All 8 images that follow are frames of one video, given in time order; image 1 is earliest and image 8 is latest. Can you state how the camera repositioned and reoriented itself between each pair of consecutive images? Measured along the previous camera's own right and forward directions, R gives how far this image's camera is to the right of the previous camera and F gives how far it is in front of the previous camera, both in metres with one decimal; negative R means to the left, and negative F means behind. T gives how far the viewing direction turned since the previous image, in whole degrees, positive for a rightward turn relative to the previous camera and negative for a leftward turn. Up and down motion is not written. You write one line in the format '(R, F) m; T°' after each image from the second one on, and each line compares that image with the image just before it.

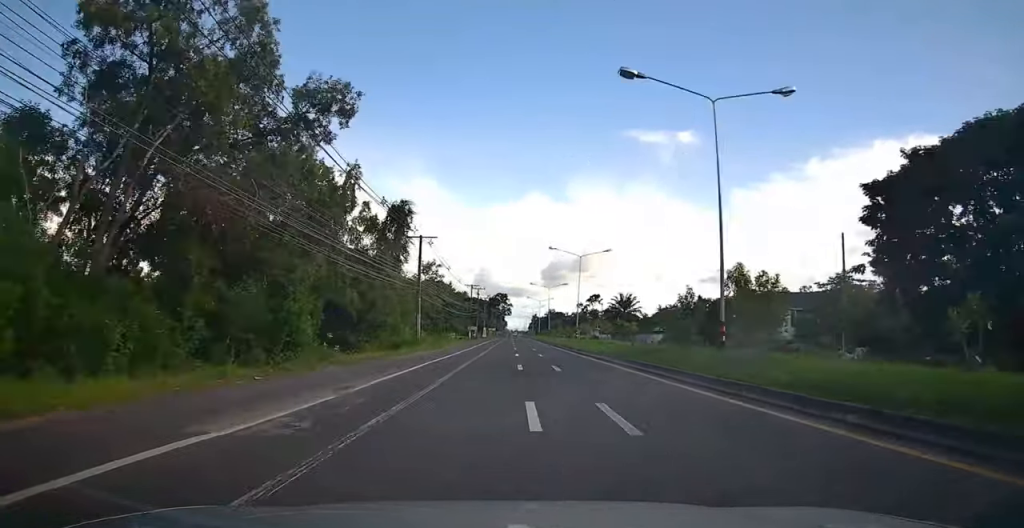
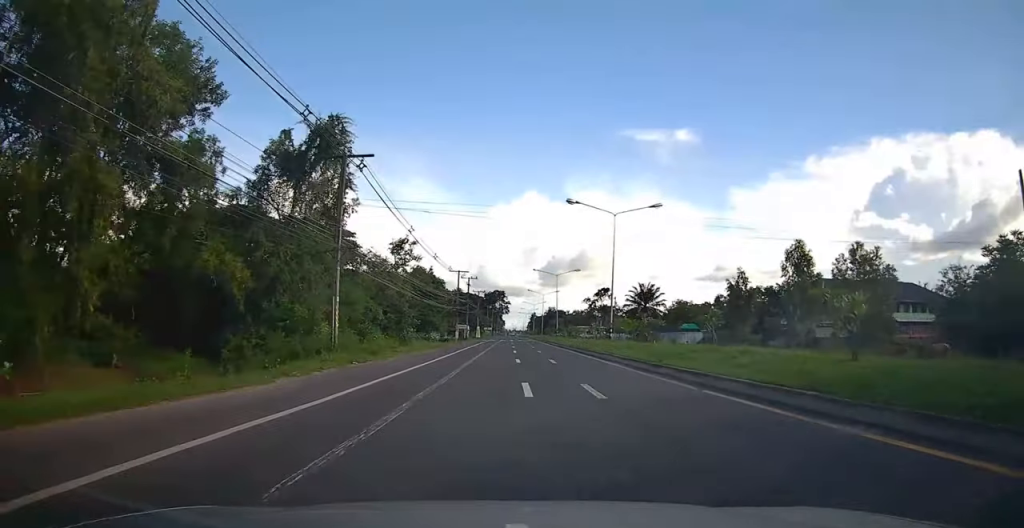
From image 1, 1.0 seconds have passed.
(-0.6, +20.3) m; 0°
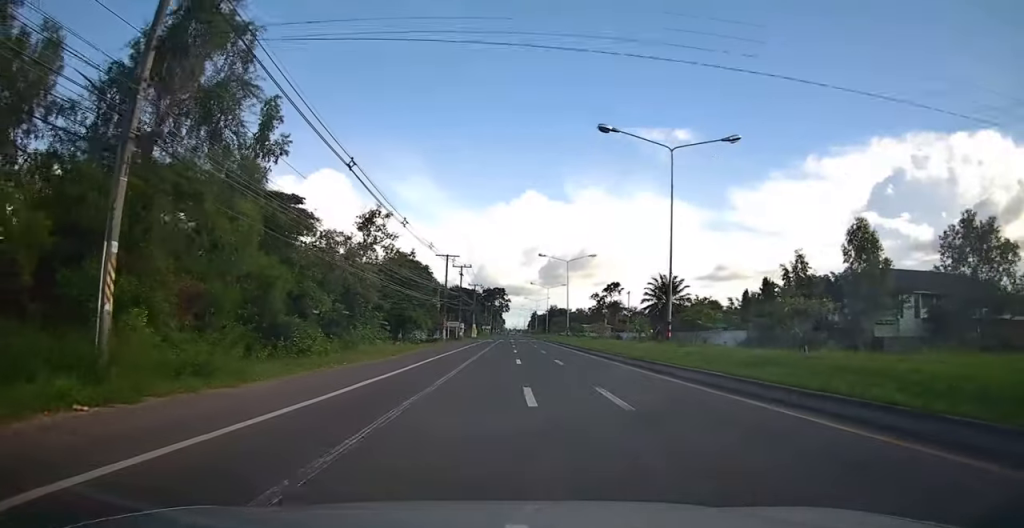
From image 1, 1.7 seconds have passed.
(+0.3, +13.8) m; +1°
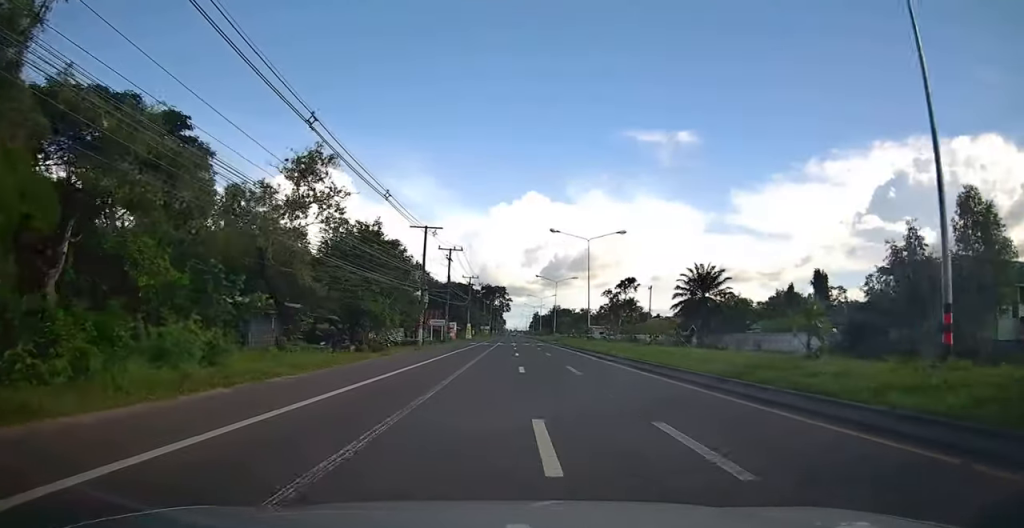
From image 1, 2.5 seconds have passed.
(+0.3, +16.2) m; 0°
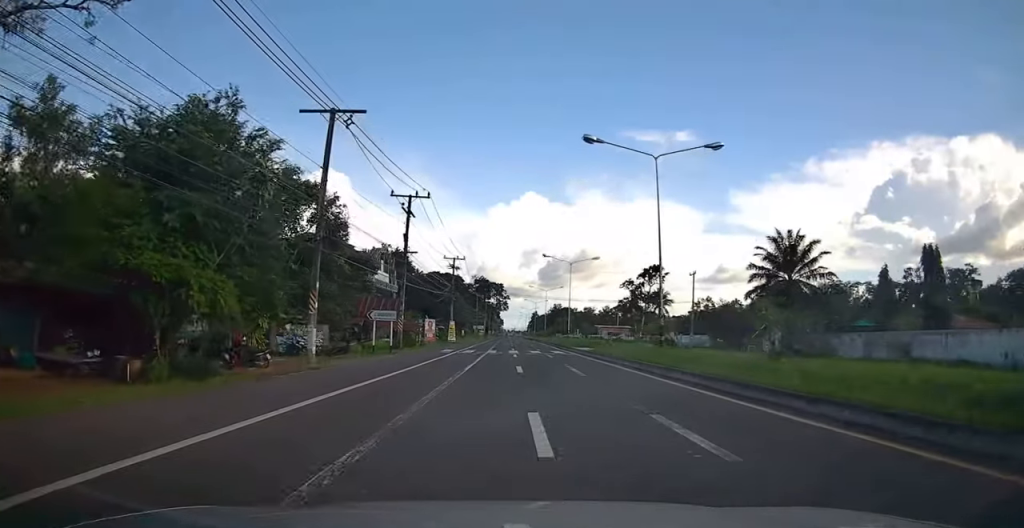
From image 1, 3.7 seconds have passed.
(-0.5, +23.3) m; -1°
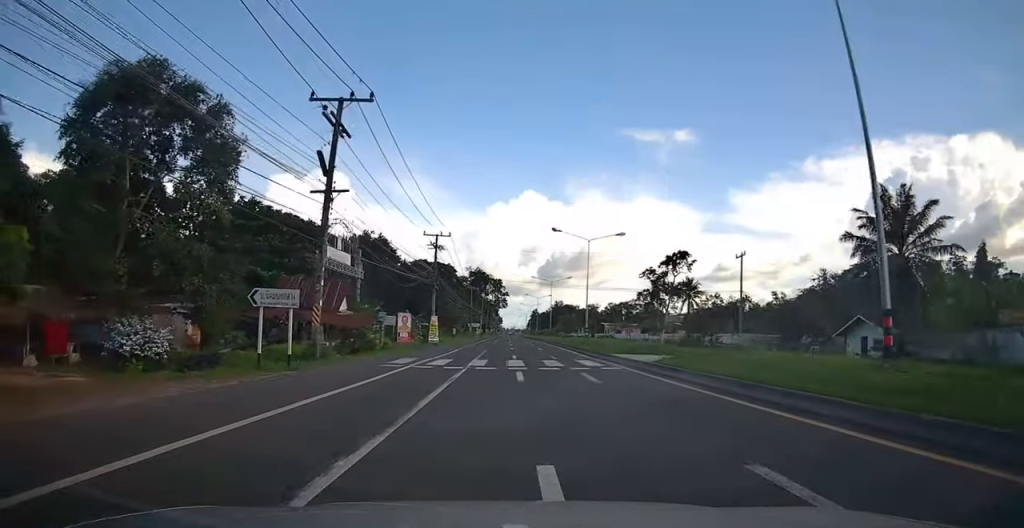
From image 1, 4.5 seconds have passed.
(-0.1, +15.3) m; 0°
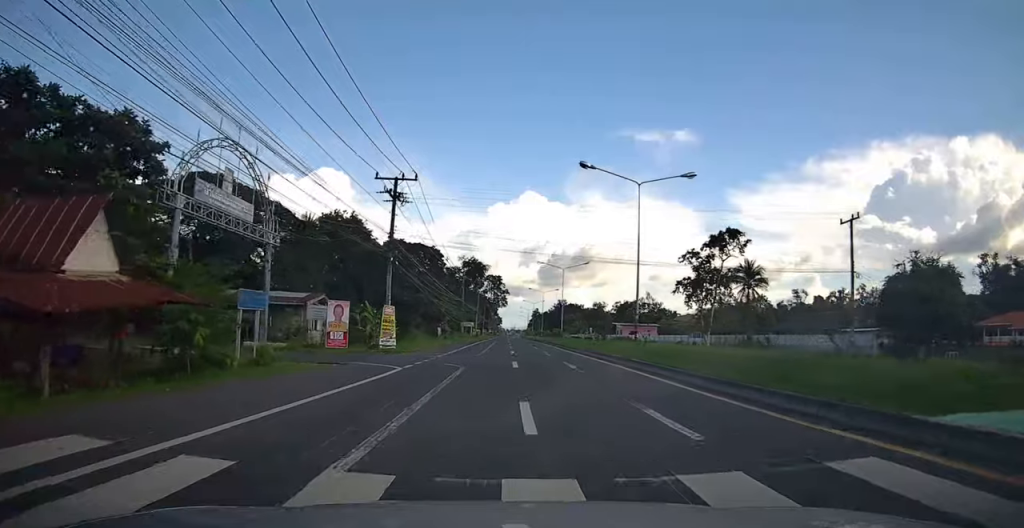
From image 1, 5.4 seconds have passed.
(+0.4, +19.5) m; 0°
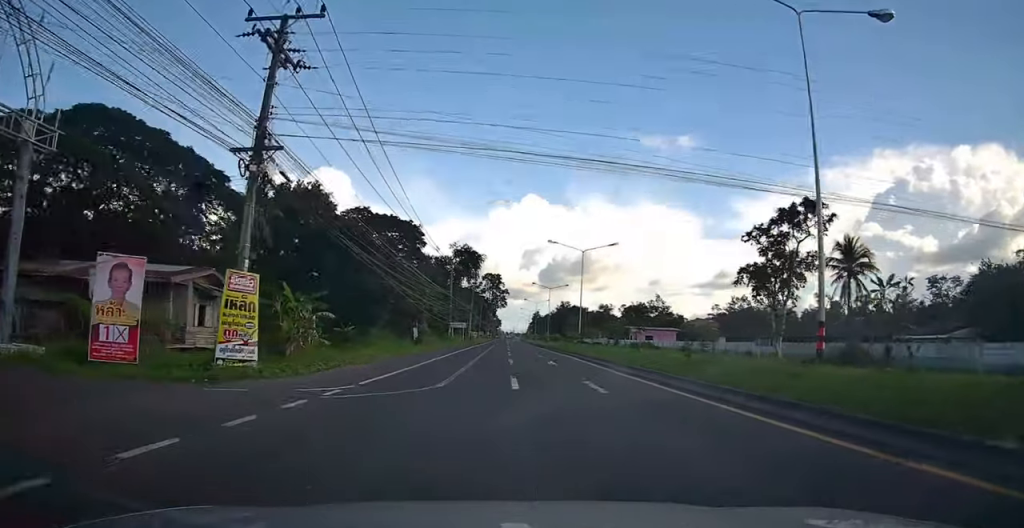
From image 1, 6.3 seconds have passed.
(-0.5, +18.2) m; 0°
